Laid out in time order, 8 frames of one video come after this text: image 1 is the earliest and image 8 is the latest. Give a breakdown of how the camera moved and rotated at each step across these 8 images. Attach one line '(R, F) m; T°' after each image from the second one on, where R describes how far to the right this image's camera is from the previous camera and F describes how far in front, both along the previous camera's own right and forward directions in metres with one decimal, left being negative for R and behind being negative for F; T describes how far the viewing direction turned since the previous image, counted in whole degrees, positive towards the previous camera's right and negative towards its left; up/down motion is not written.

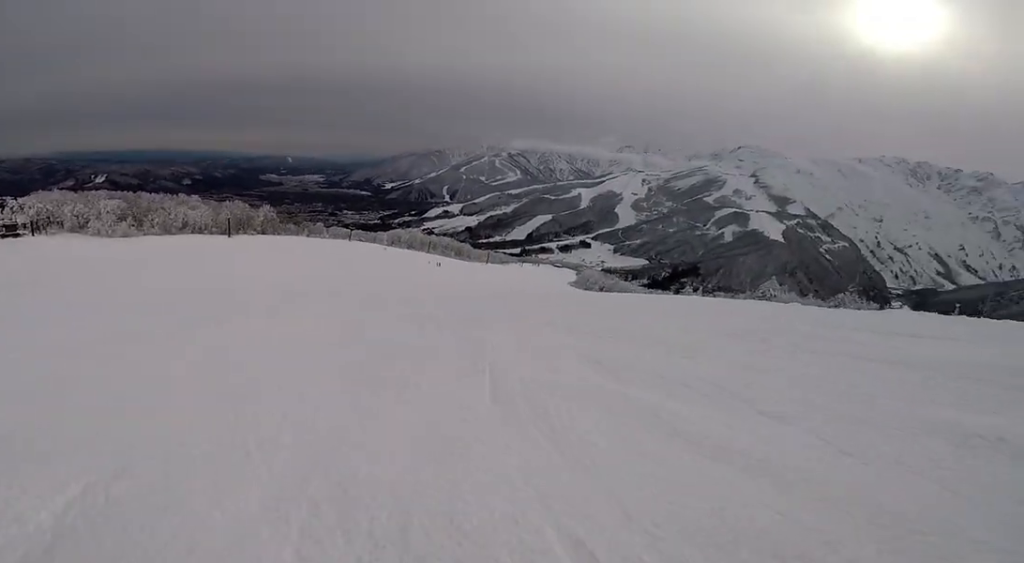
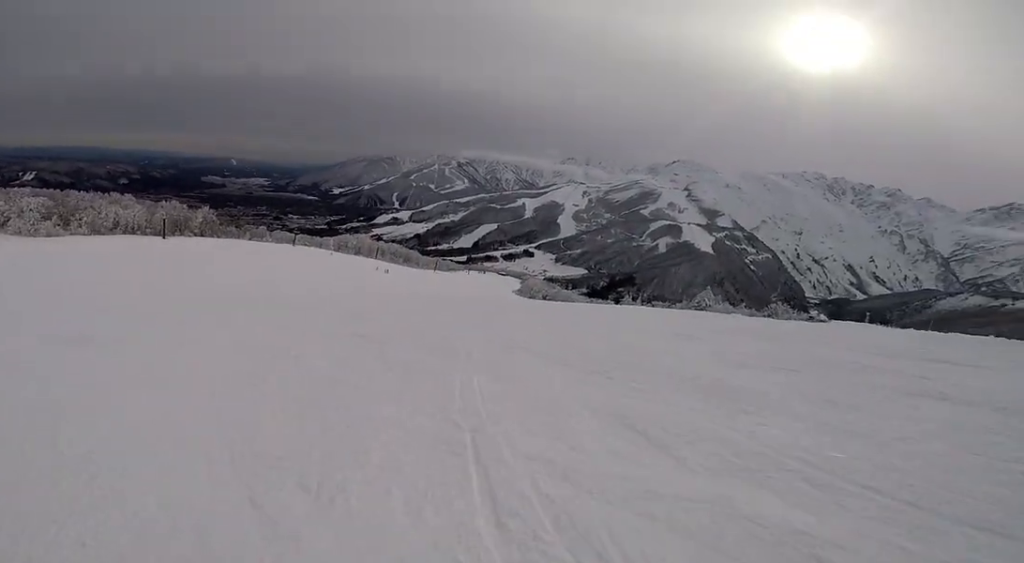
(+0.6, +2.0) m; 0°
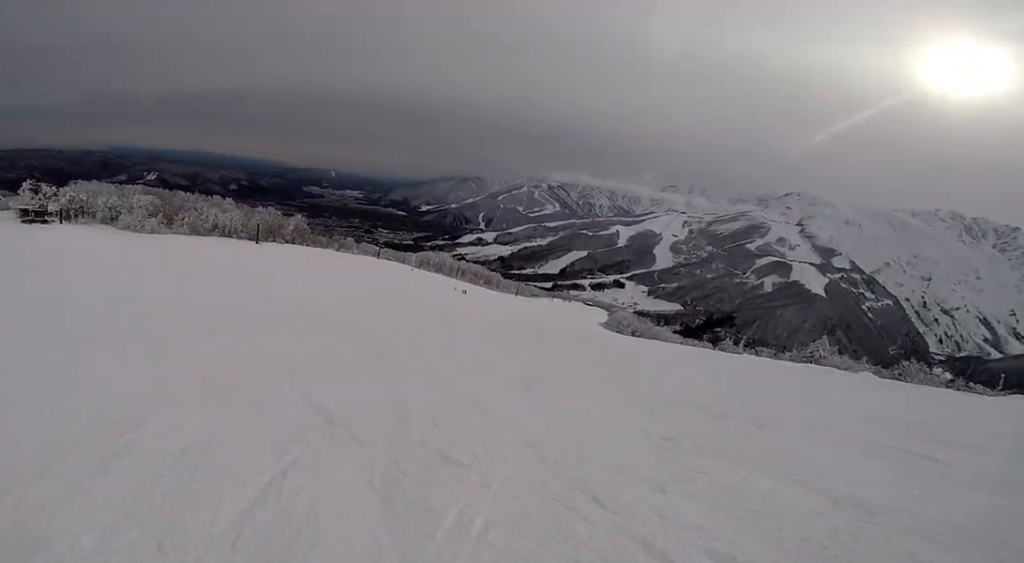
(-0.8, +4.6) m; -24°
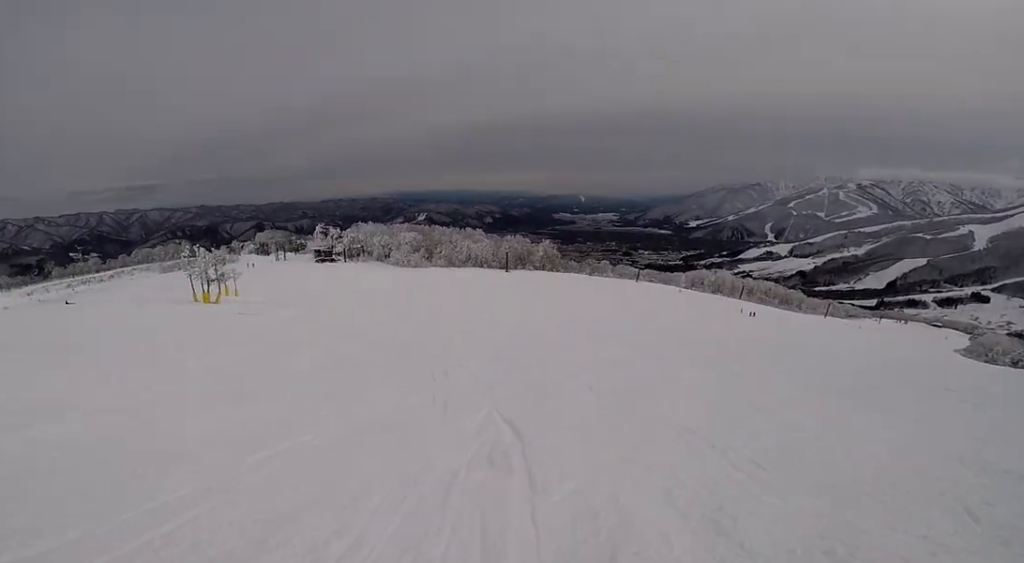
(-1.8, +5.8) m; -29°
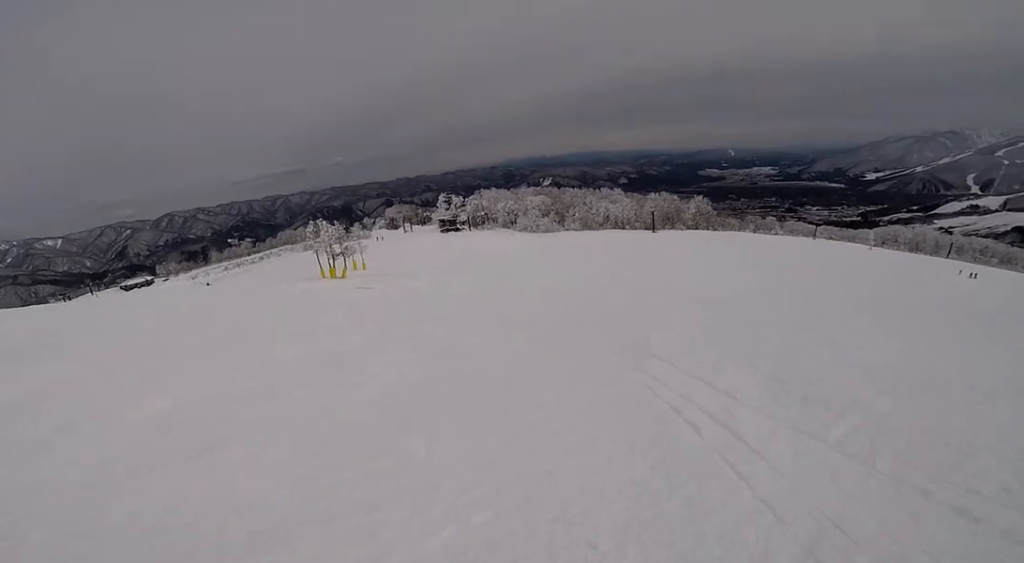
(-0.7, +5.7) m; -8°
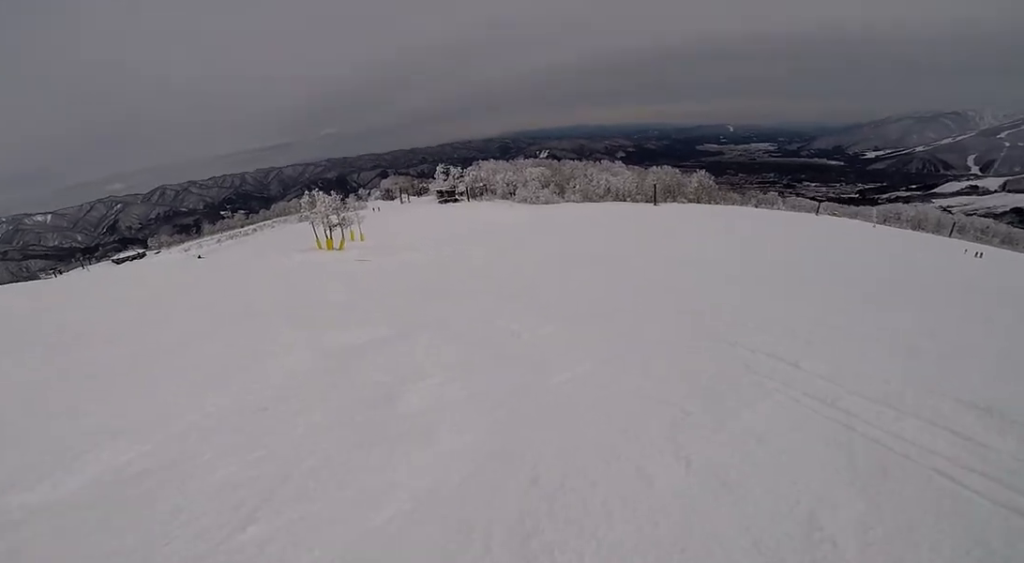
(-0.2, +2.3) m; +5°
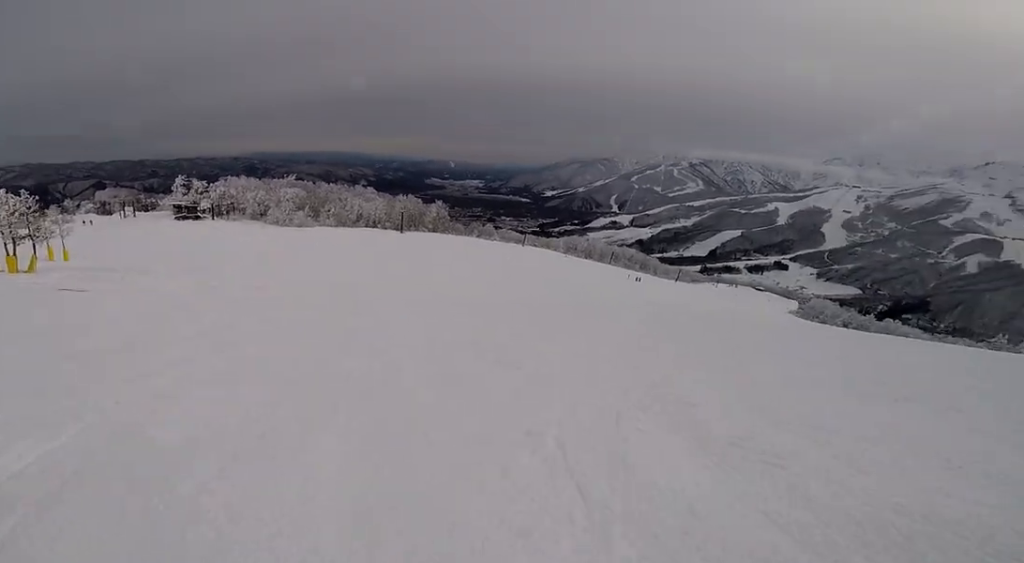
(+1.7, +7.9) m; +32°
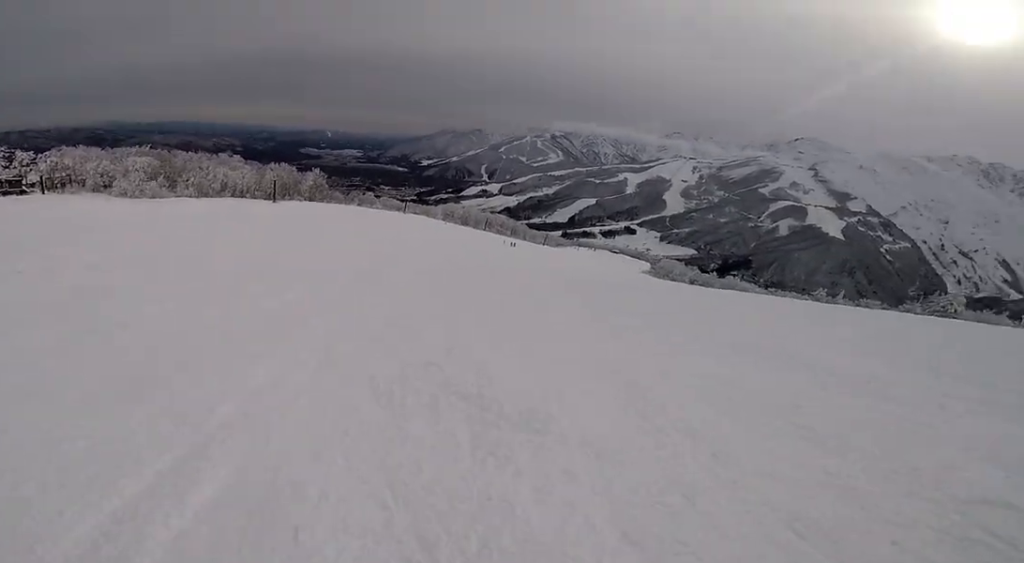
(+0.7, +4.3) m; +28°
